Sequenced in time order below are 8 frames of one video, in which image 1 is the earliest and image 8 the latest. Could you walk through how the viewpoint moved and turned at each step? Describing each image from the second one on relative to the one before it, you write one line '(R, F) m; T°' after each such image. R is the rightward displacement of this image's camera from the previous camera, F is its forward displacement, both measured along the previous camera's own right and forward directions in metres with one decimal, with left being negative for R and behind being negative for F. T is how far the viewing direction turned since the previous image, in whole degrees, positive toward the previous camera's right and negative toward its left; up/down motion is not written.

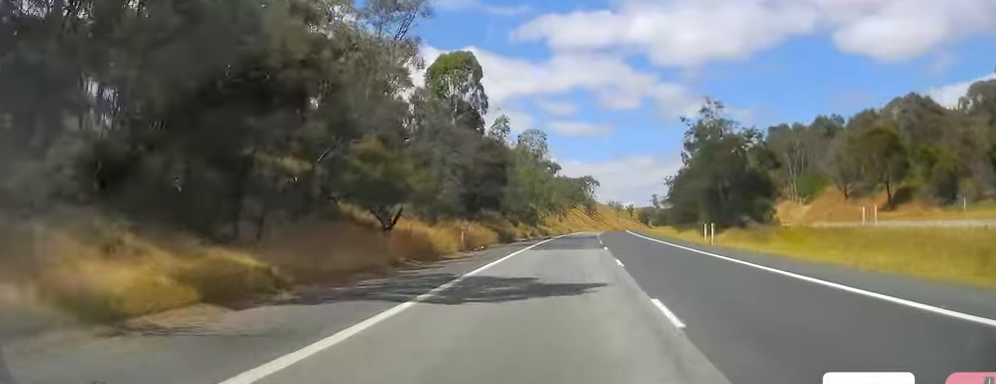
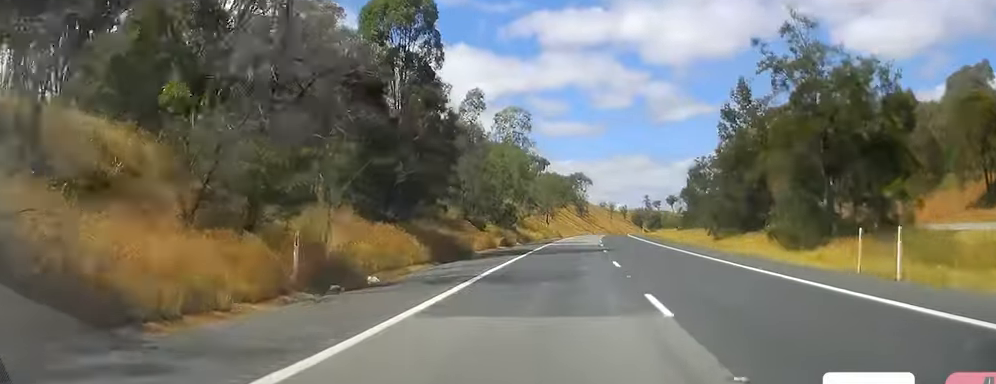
(0.0, +22.4) m; 0°
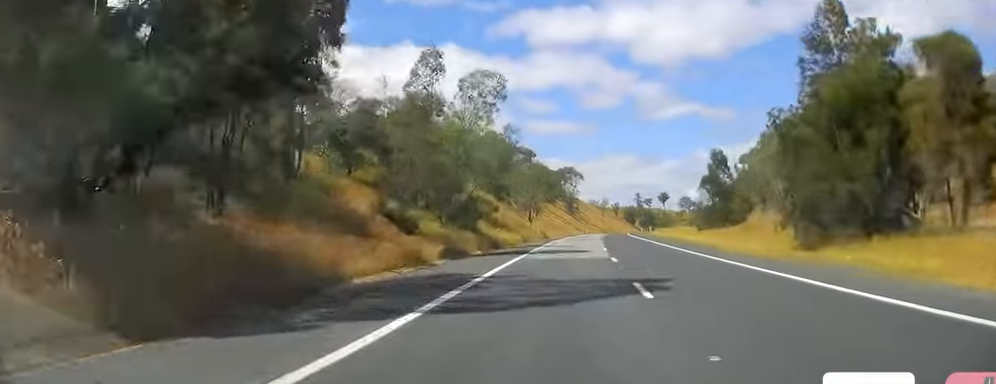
(-0.2, +21.5) m; +1°
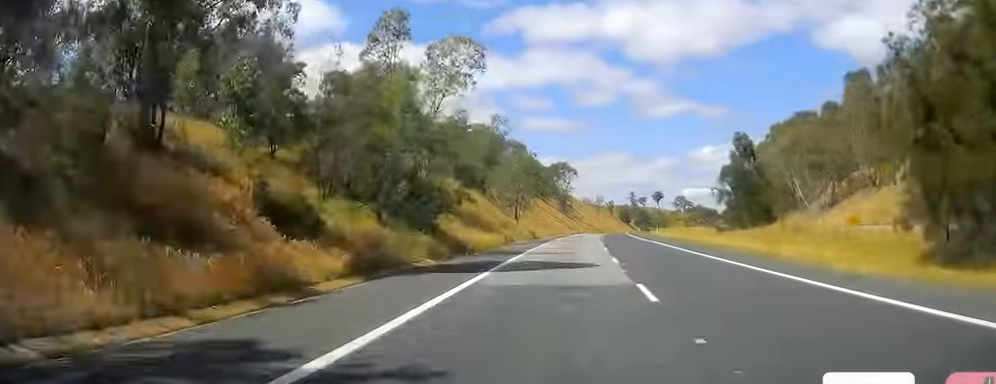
(+0.4, +12.6) m; 0°
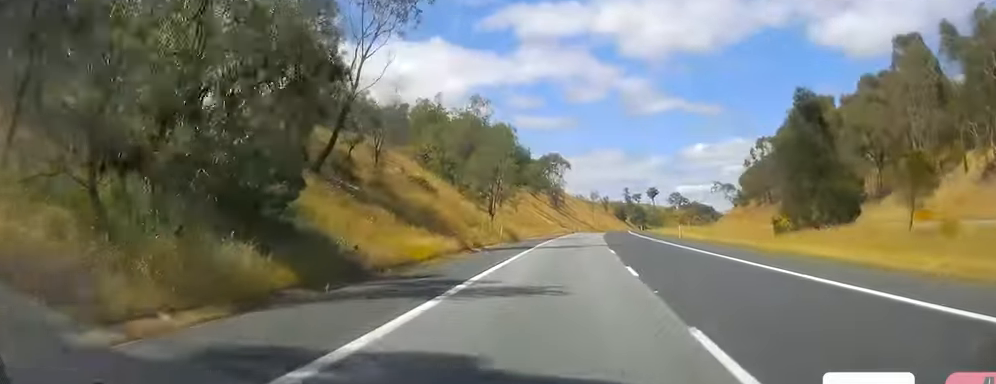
(+0.4, +18.5) m; +1°
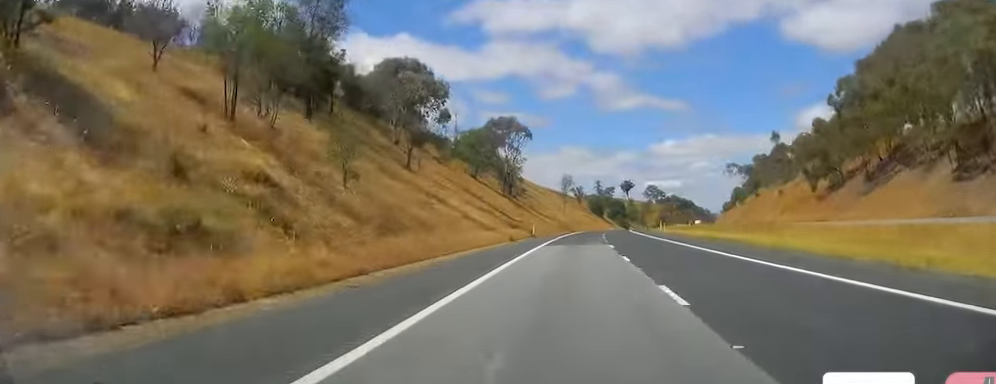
(+0.5, +65.8) m; +2°
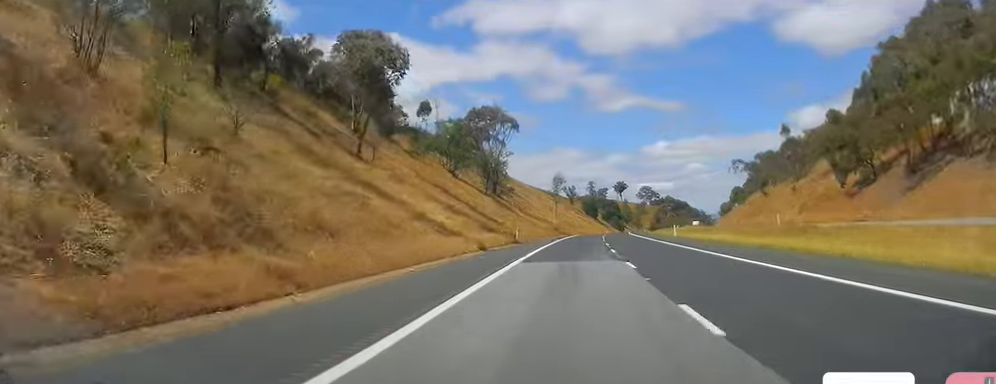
(+0.1, +14.6) m; +1°
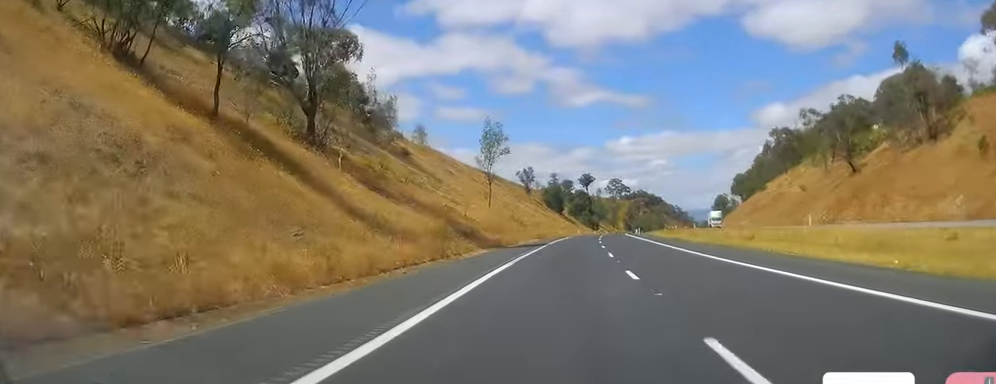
(+1.6, +75.1) m; +2°
